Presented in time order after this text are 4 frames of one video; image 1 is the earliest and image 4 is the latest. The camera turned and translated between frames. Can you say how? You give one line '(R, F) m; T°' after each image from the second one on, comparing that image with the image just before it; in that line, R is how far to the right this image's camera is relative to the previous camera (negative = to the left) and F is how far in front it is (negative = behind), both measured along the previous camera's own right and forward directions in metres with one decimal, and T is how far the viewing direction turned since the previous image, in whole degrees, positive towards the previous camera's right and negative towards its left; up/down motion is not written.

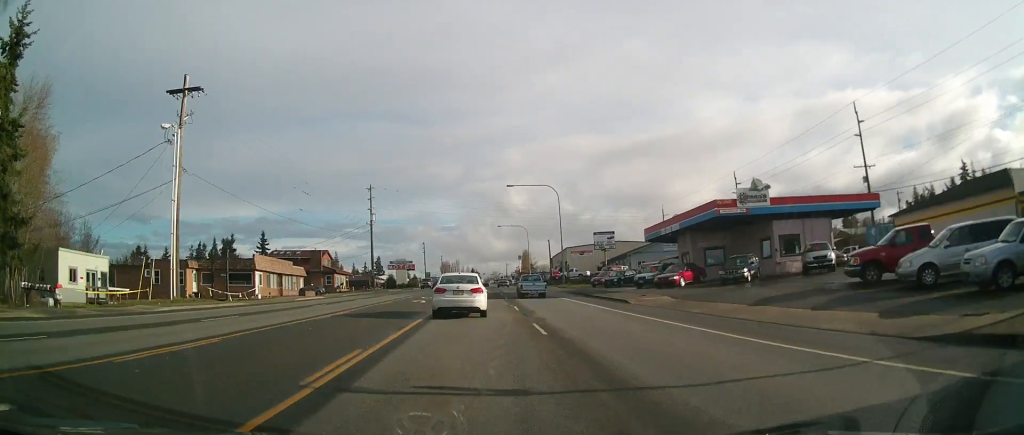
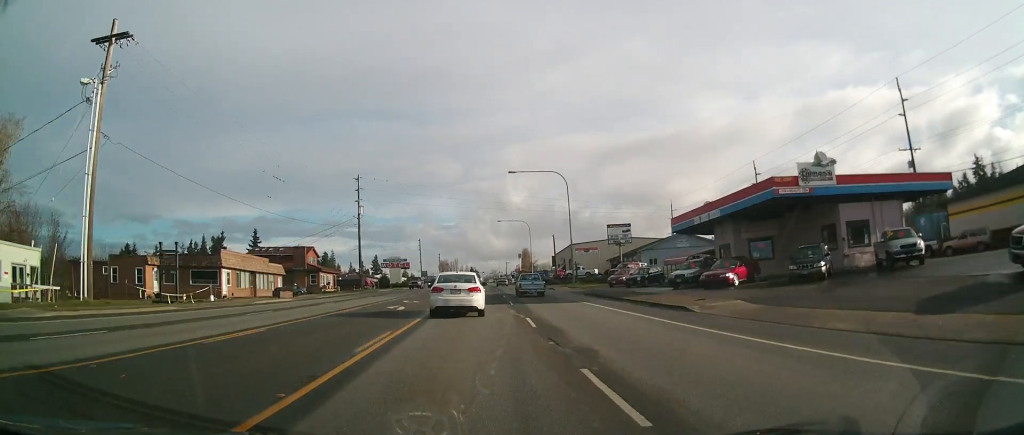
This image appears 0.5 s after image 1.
(+0.3, +9.1) m; +2°
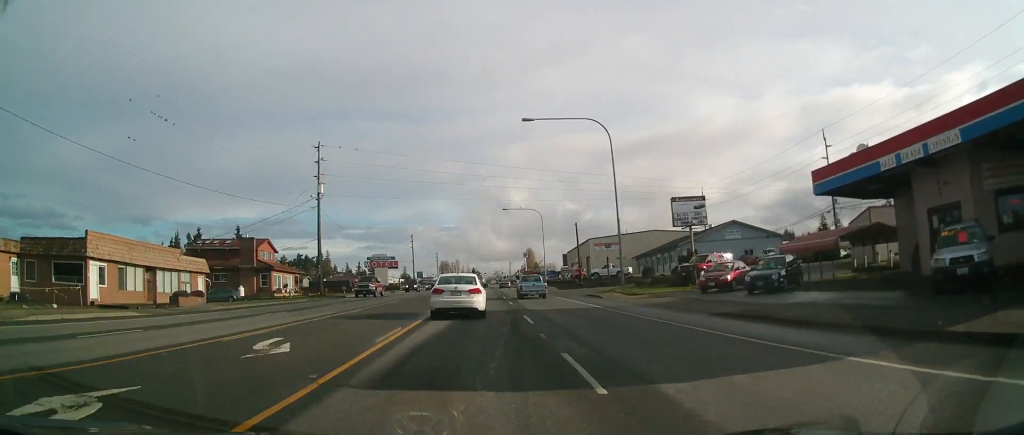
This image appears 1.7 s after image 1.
(+0.8, +23.2) m; +2°
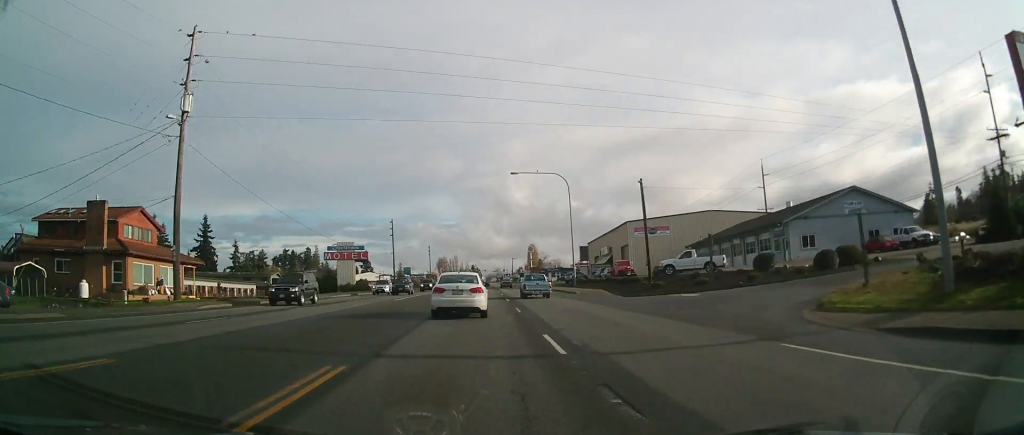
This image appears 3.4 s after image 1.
(-0.4, +32.6) m; -3°
